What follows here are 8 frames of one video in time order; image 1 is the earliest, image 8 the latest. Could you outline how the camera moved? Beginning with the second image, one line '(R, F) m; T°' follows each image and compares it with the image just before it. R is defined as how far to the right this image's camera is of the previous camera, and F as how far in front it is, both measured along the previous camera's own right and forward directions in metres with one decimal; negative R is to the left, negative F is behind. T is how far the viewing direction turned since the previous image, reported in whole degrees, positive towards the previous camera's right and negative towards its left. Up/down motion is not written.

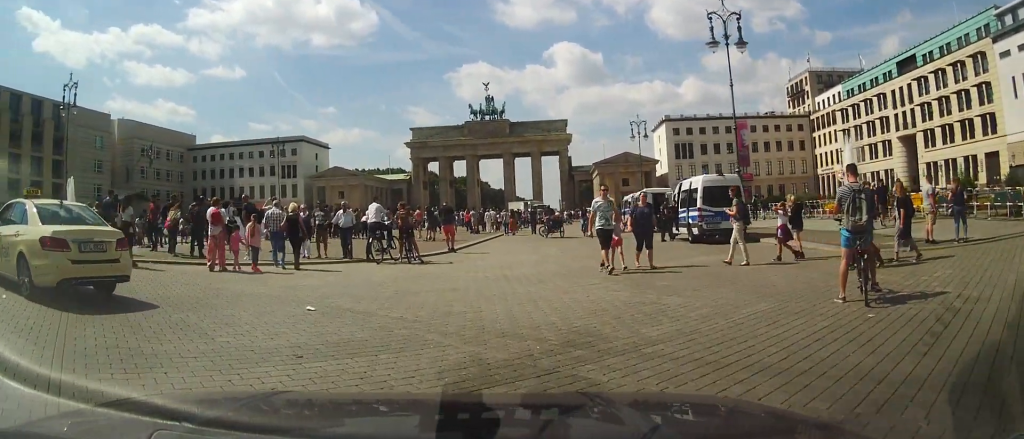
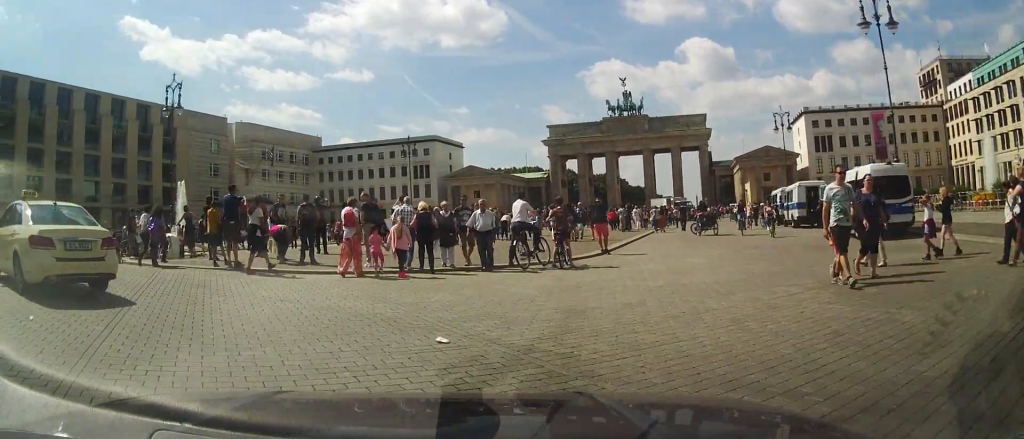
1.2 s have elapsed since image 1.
(-0.6, +2.4) m; -19°
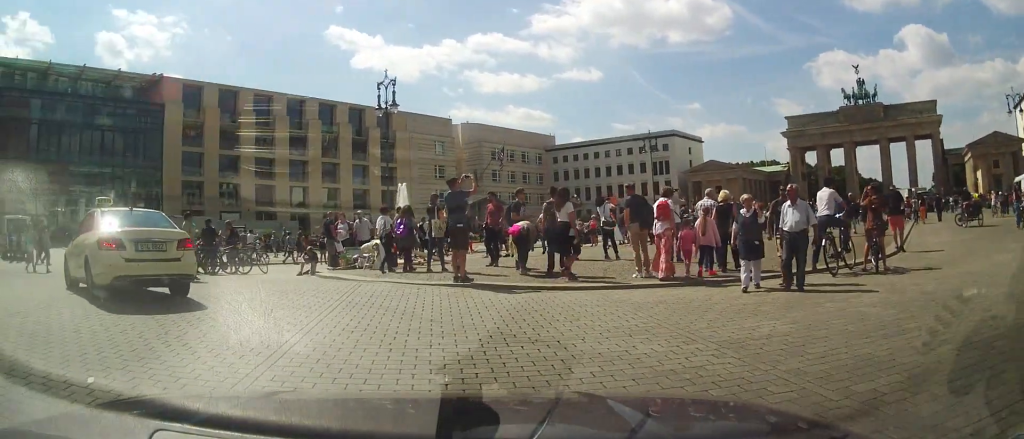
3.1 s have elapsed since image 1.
(-0.3, +3.2) m; -20°
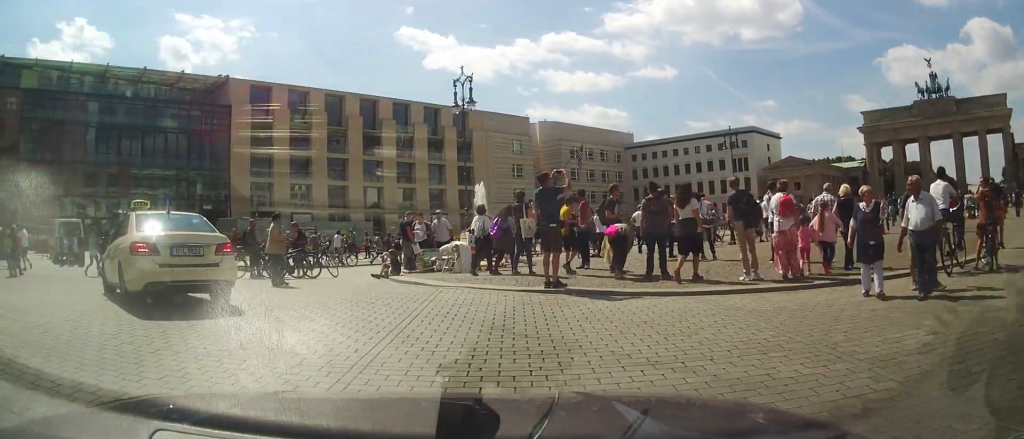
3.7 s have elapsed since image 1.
(-0.2, +1.0) m; -9°
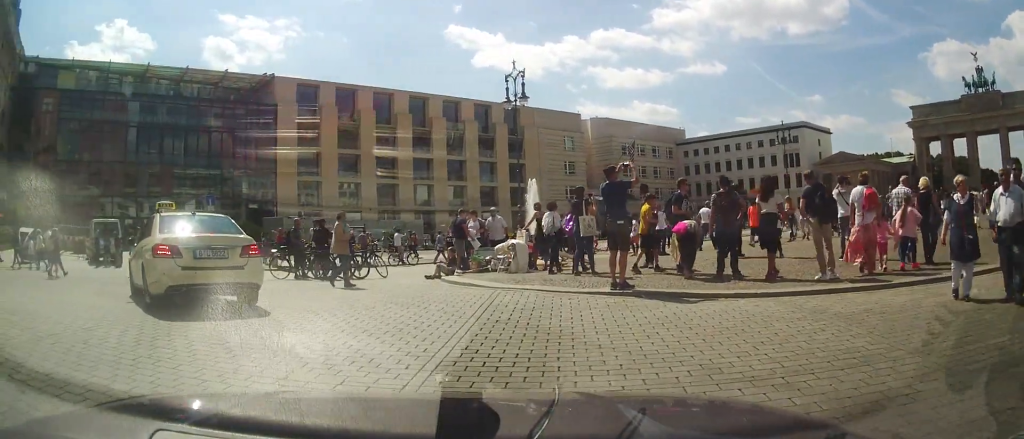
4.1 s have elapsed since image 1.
(0.0, +0.7) m; -5°
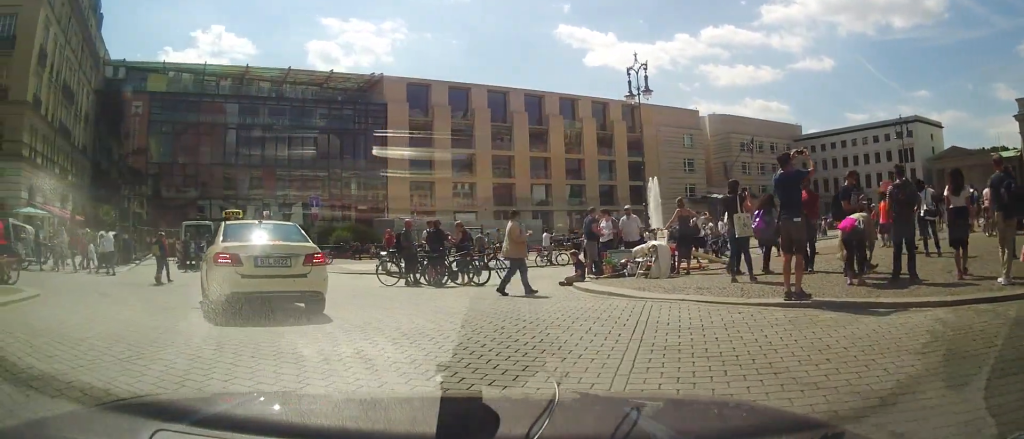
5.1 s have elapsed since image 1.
(0.0, +1.7) m; -10°
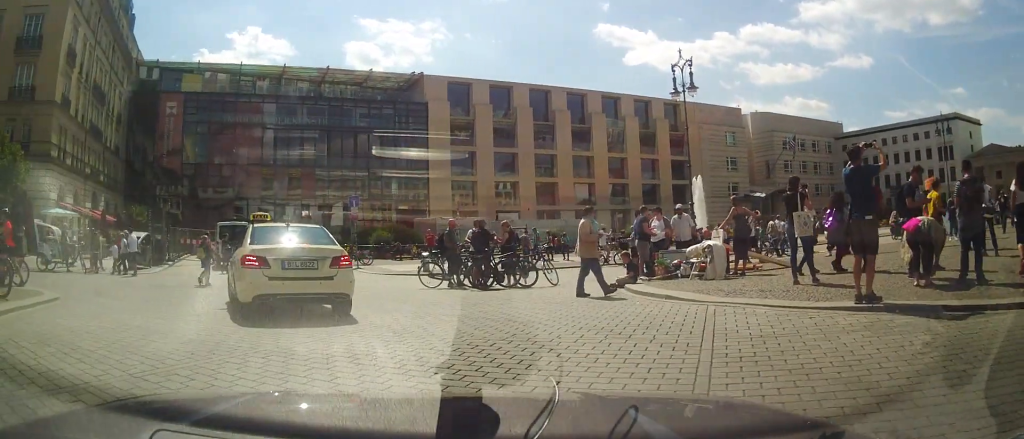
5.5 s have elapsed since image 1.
(-0.1, +0.7) m; -4°
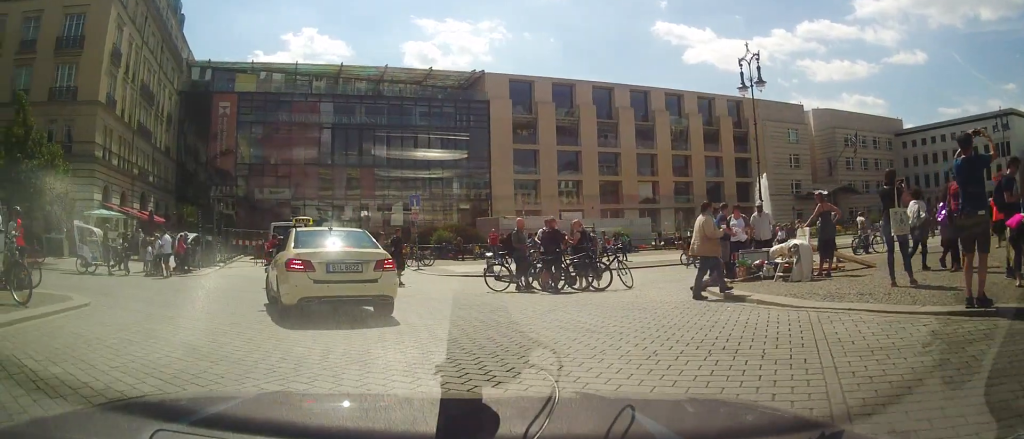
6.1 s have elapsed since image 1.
(-0.1, +1.0) m; -6°
